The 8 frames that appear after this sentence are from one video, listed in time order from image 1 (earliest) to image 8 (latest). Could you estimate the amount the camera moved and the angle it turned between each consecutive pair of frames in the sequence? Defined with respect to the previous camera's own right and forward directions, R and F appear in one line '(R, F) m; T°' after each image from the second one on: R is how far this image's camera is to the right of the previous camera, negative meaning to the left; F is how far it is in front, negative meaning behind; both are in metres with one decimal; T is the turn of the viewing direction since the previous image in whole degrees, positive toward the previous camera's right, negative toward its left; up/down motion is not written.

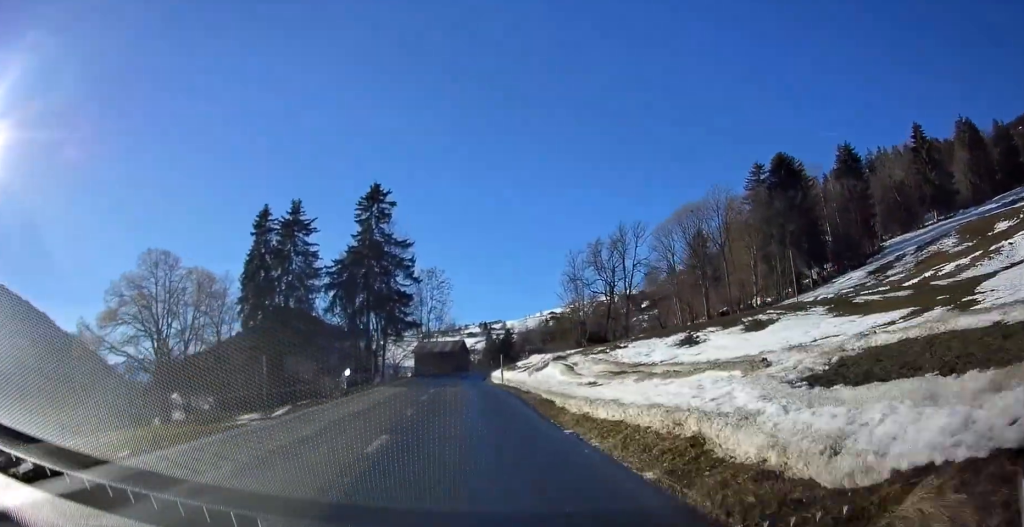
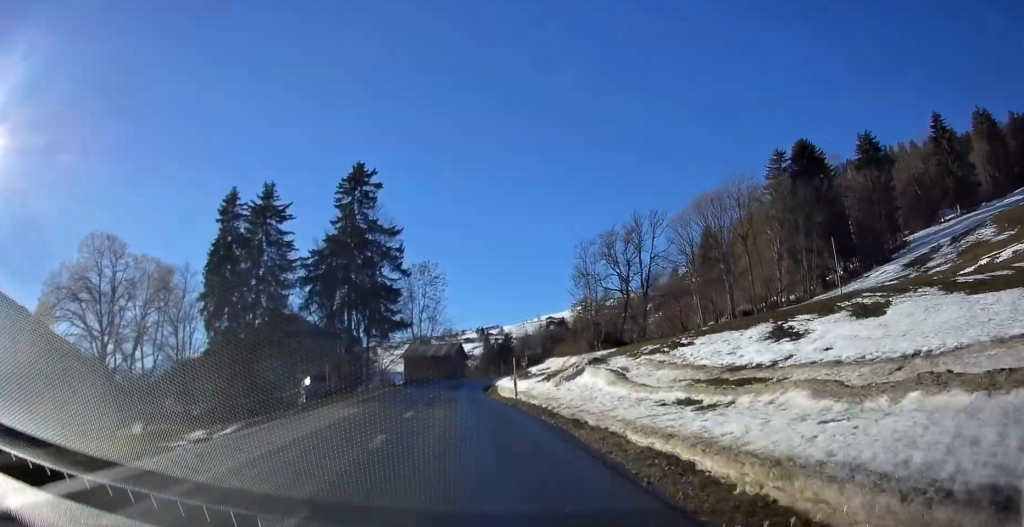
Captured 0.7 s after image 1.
(+0.1, +10.7) m; 0°
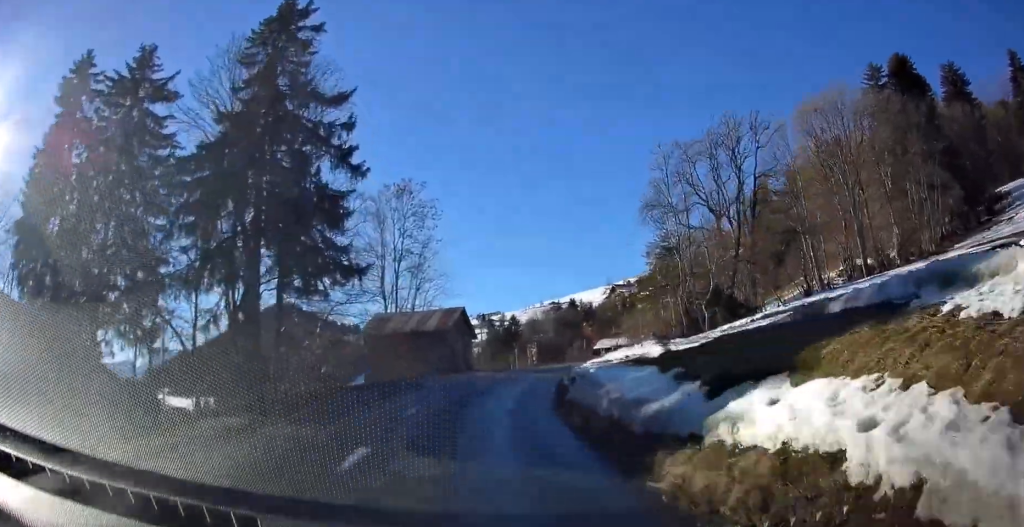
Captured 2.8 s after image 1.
(+0.2, +32.4) m; +1°
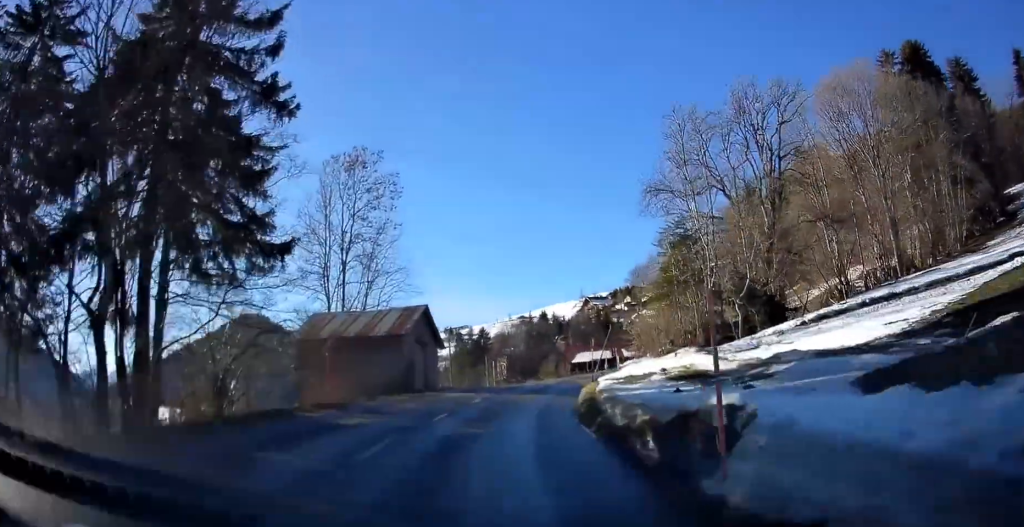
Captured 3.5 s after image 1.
(+0.1, +10.6) m; +3°
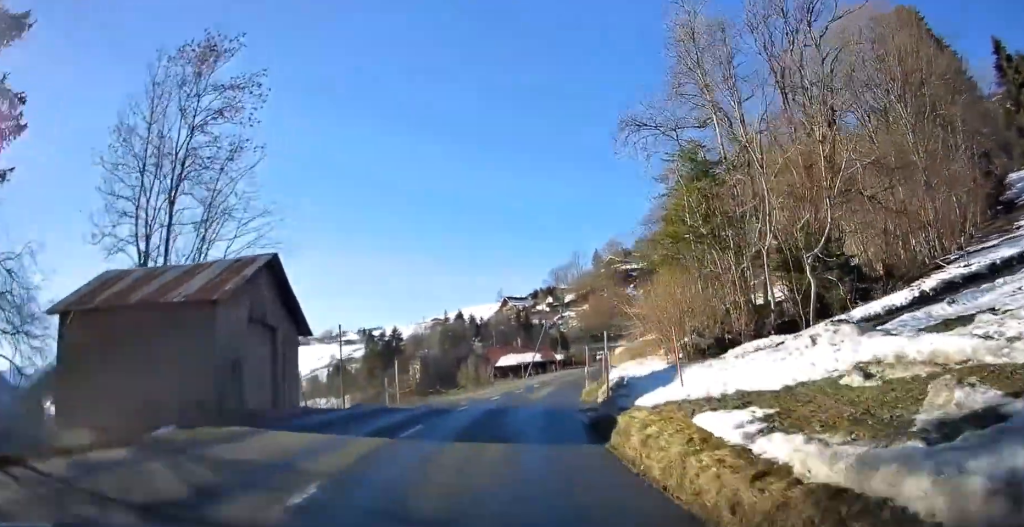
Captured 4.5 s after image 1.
(+0.6, +15.2) m; +7°
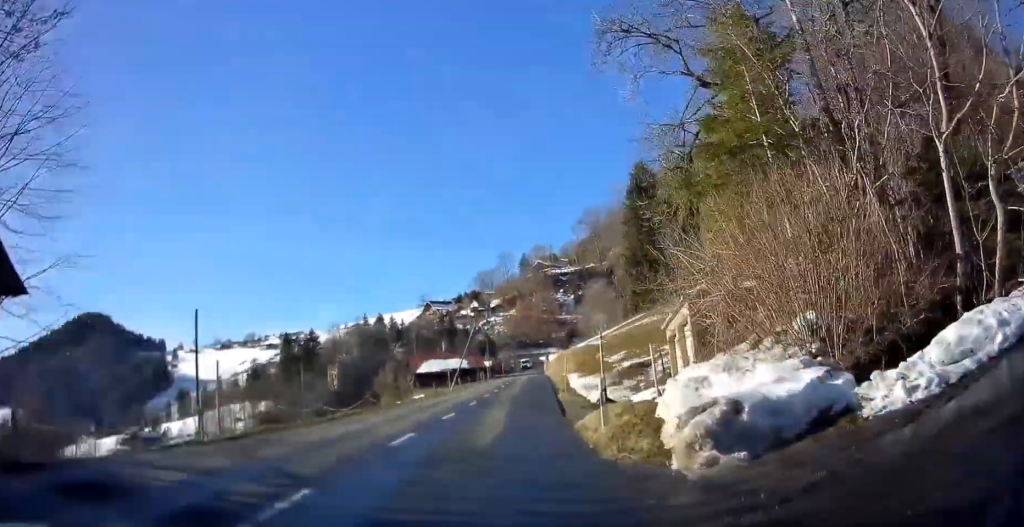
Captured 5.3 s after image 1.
(+0.7, +11.7) m; +6°
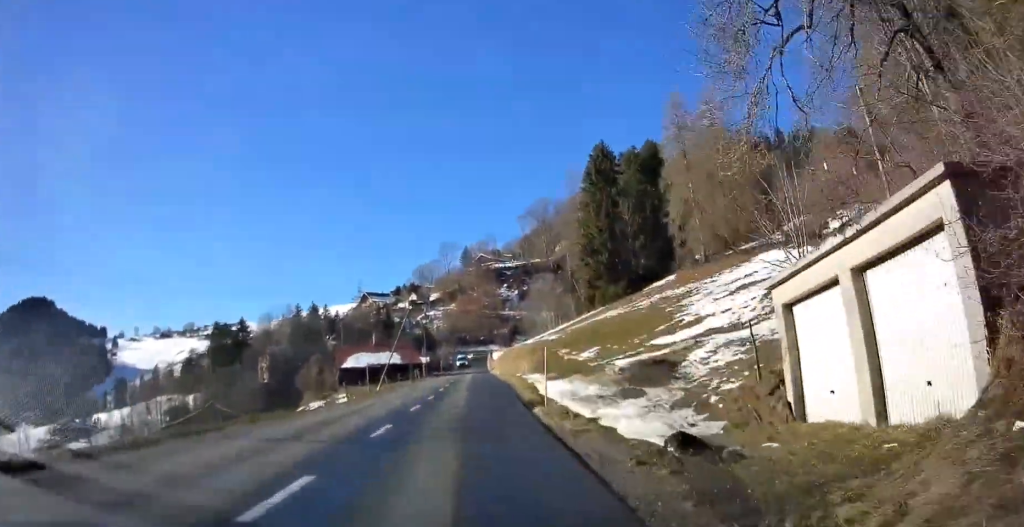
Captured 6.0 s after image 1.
(+0.2, +10.5) m; +5°
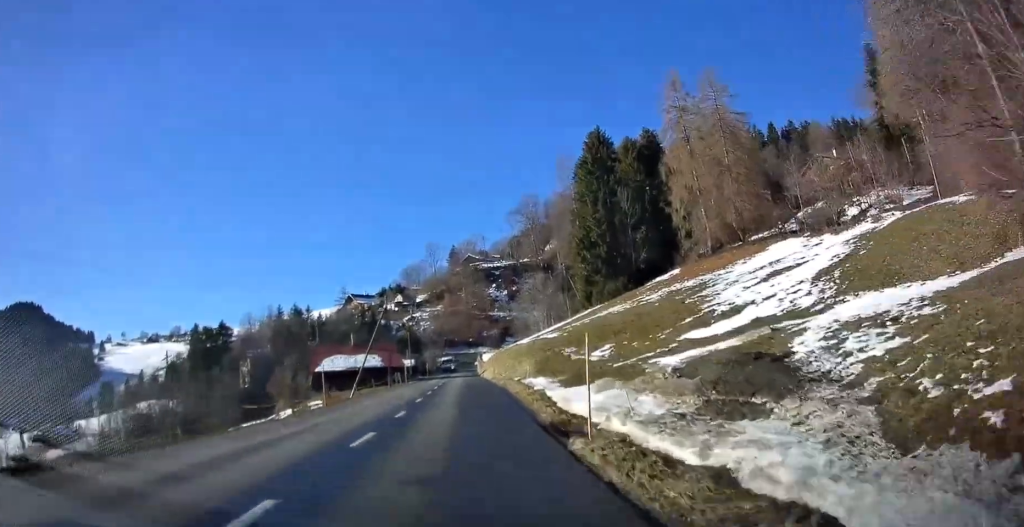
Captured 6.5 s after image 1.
(+0.4, +7.4) m; +1°
